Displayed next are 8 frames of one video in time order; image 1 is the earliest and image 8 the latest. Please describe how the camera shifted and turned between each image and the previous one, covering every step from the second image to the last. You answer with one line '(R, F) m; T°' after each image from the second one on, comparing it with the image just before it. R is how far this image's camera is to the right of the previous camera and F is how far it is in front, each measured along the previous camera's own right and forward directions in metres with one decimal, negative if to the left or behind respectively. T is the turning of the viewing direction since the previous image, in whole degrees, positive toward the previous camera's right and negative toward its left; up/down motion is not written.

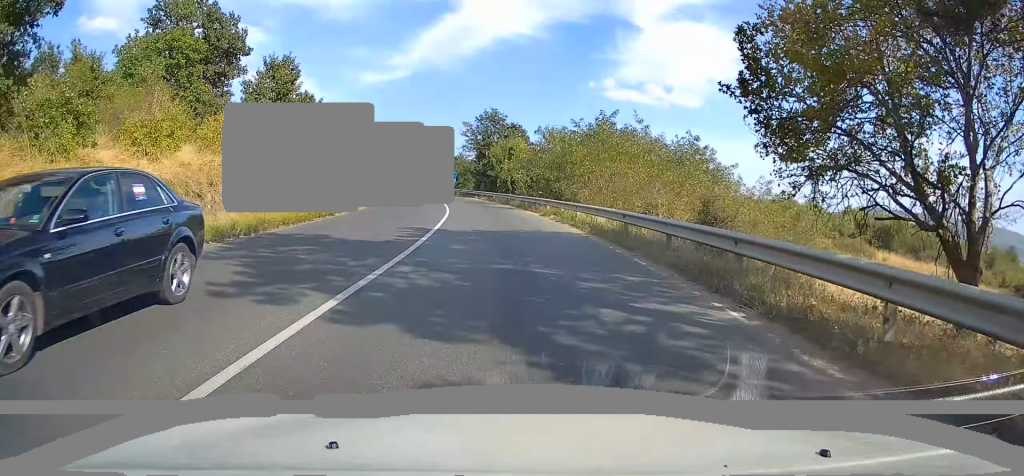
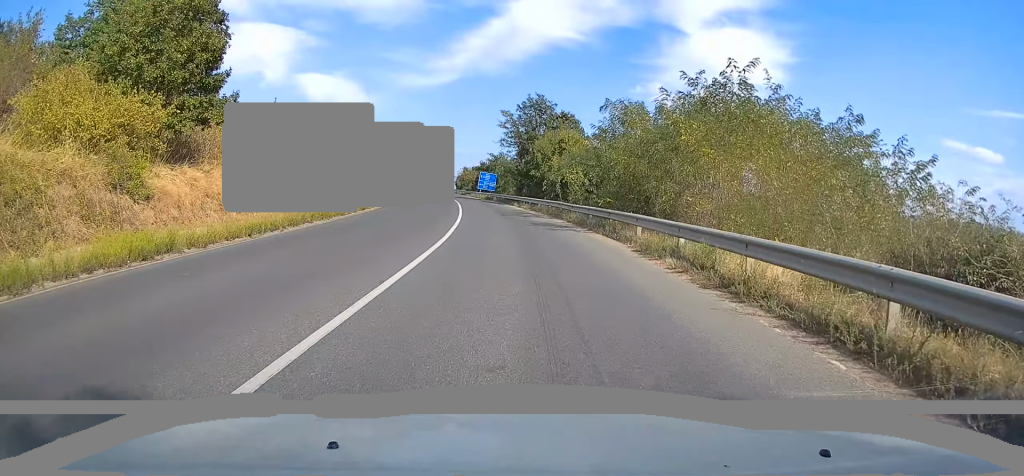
(-0.6, +15.4) m; -4°
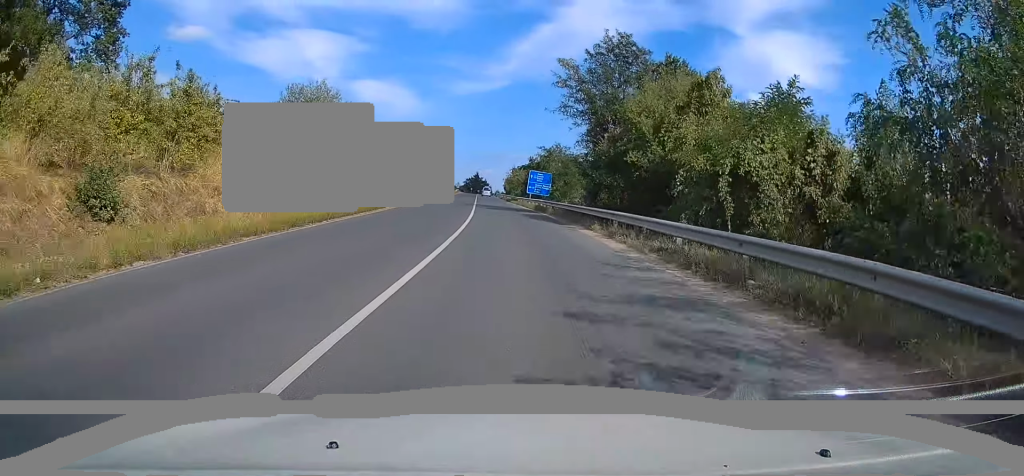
(-1.5, +27.1) m; -6°
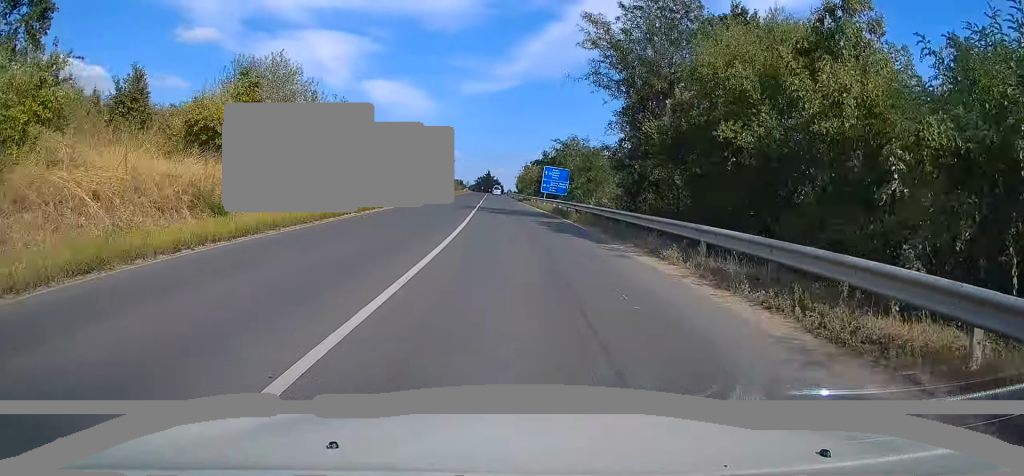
(-0.2, +9.6) m; -1°
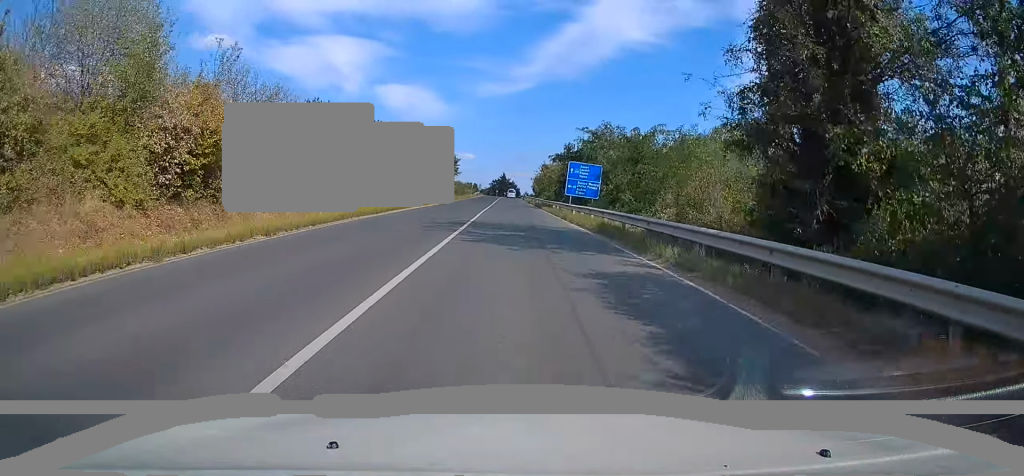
(0.0, +15.7) m; -1°
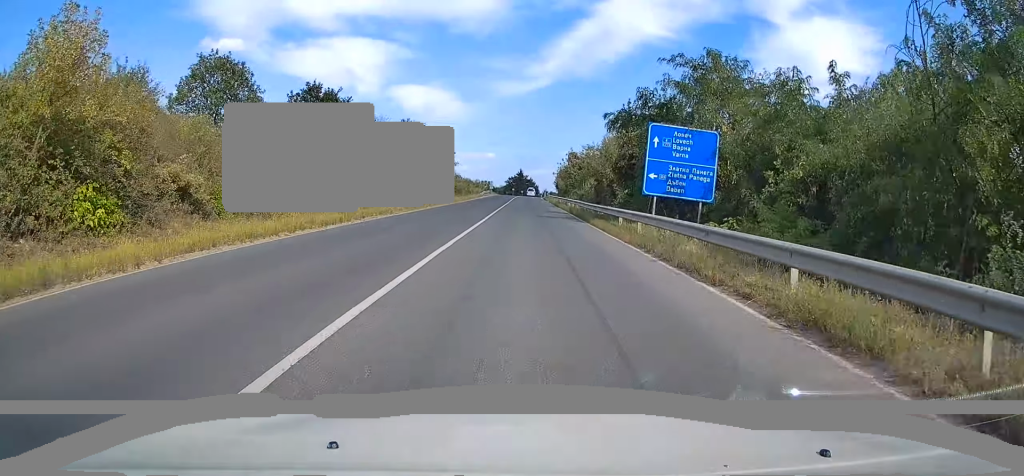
(-0.9, +28.2) m; -3°
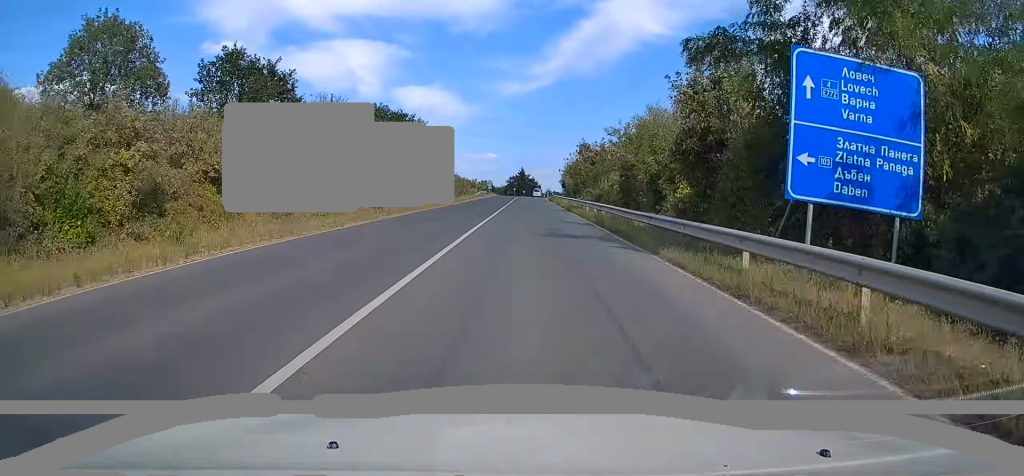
(-0.3, +13.7) m; 0°
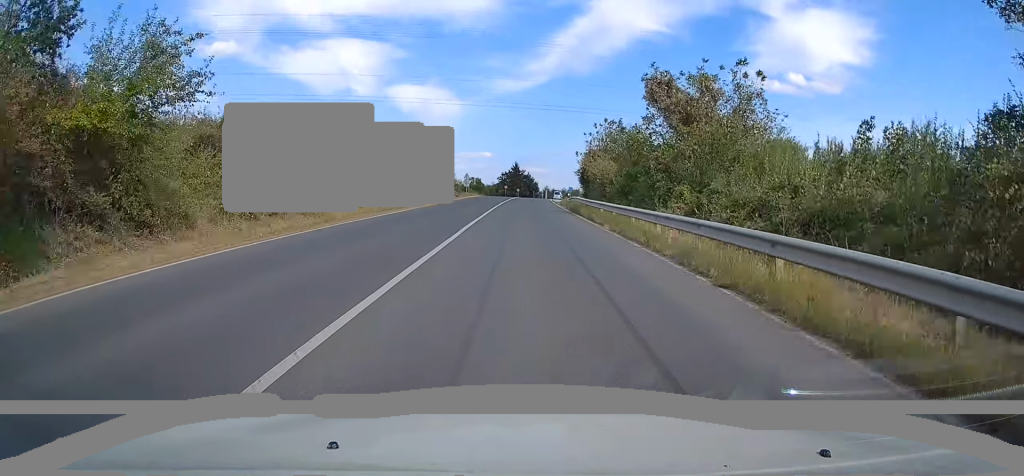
(+0.7, +41.8) m; 0°
